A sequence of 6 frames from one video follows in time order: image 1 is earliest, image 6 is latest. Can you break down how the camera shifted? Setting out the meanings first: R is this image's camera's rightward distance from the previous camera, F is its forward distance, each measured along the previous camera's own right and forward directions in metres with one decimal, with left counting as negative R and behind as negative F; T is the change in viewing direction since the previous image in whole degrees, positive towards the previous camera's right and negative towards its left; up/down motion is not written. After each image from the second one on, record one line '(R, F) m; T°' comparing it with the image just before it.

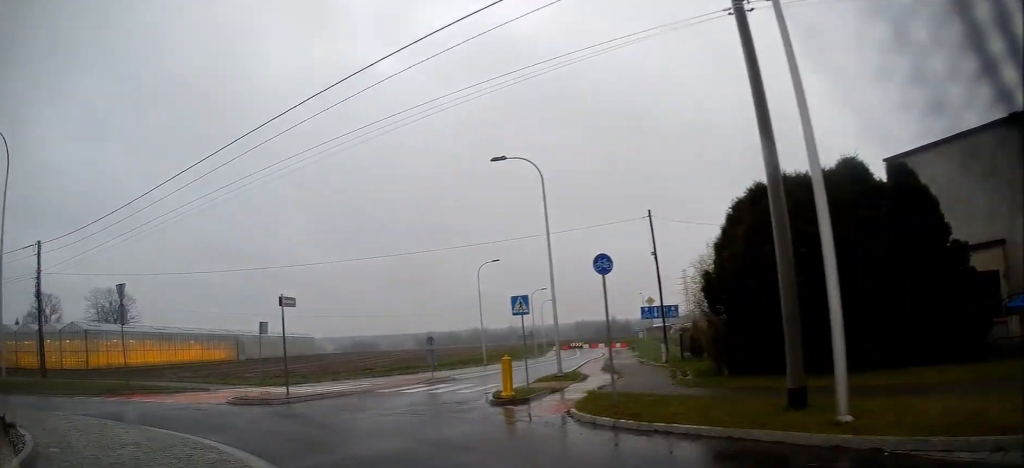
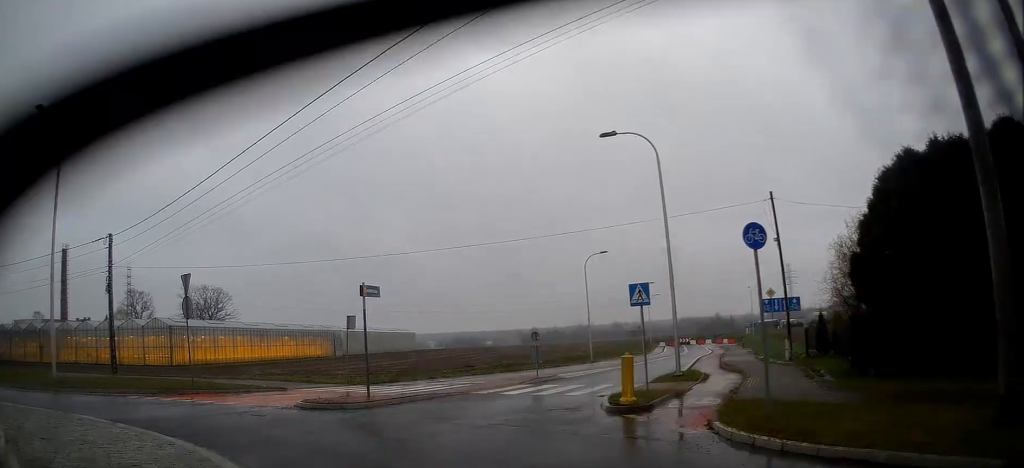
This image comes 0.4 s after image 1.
(-0.4, +2.6) m; -6°
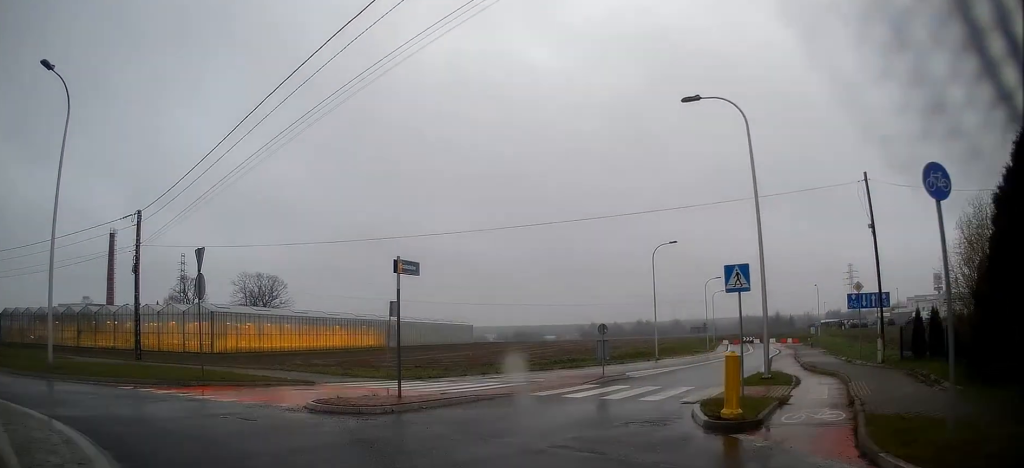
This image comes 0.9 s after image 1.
(-0.2, +3.2) m; -5°
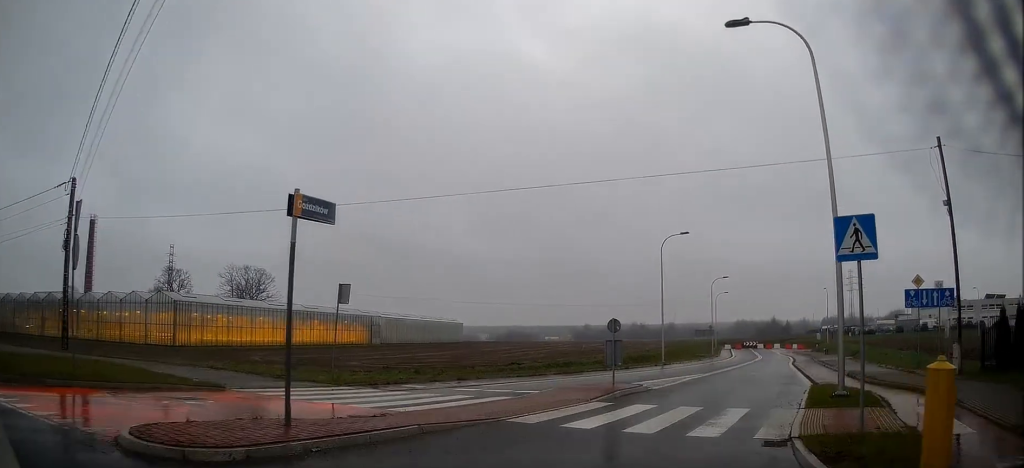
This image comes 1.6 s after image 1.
(-0.2, +5.6) m; +2°
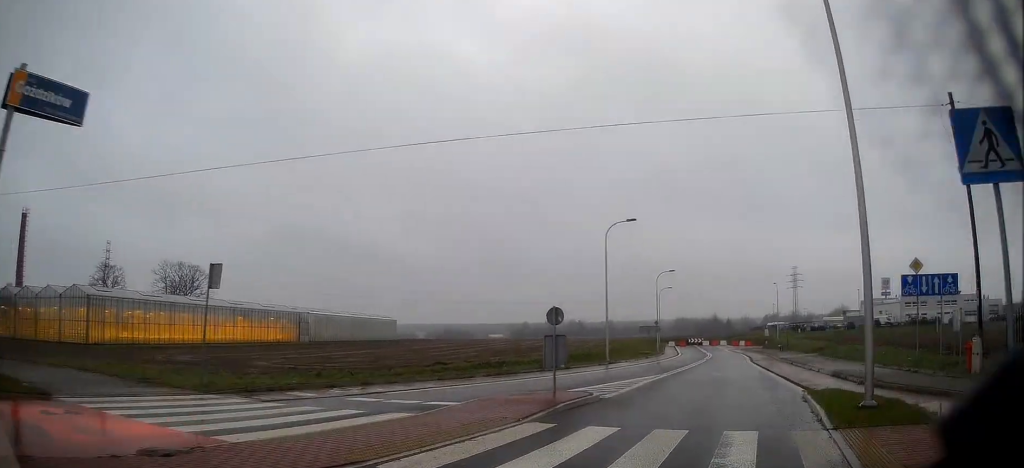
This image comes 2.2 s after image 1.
(+0.2, +4.2) m; +4°
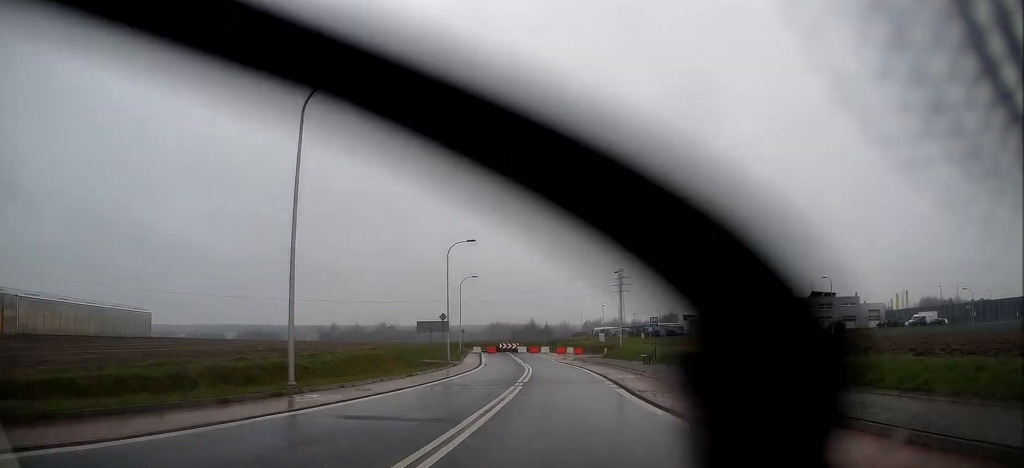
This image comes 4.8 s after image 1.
(+4.3, +23.5) m; +14°
